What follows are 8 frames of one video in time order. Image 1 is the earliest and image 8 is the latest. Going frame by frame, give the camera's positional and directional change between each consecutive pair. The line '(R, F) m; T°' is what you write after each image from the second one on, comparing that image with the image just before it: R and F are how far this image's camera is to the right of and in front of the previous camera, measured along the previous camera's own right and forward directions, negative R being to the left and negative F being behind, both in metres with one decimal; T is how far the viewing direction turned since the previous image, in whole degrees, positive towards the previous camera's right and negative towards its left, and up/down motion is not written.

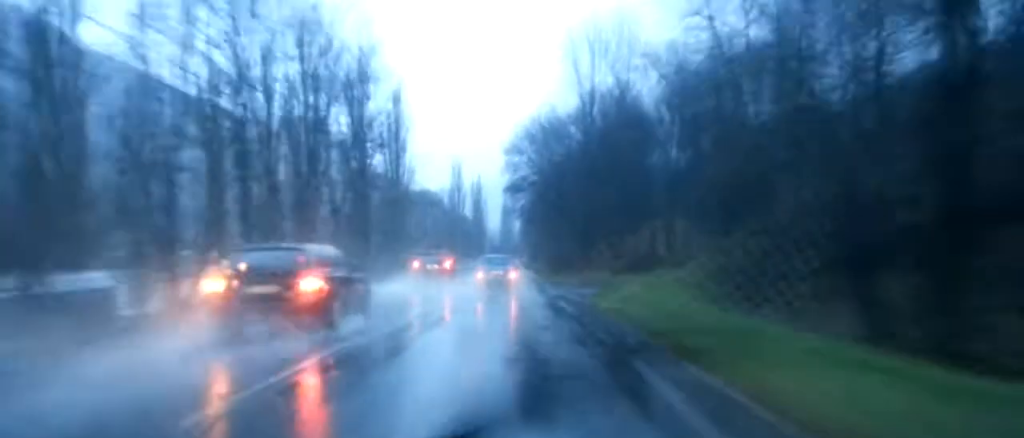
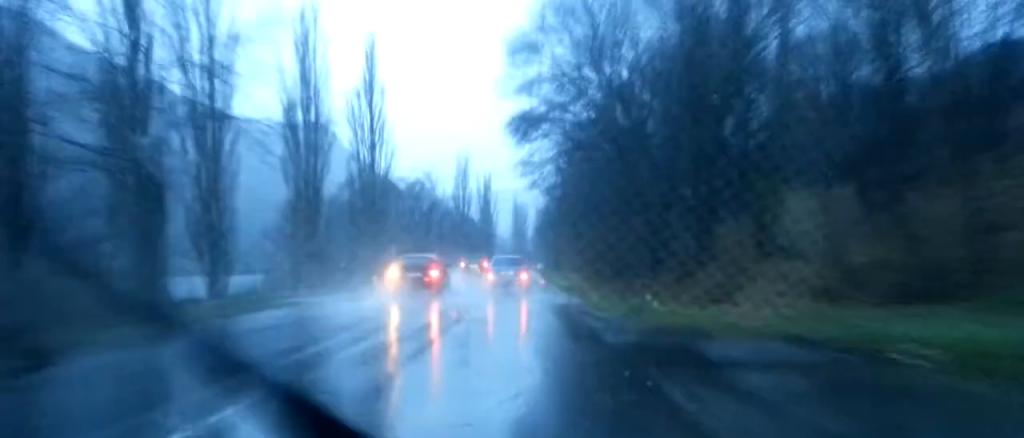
(-0.2, +32.4) m; 0°
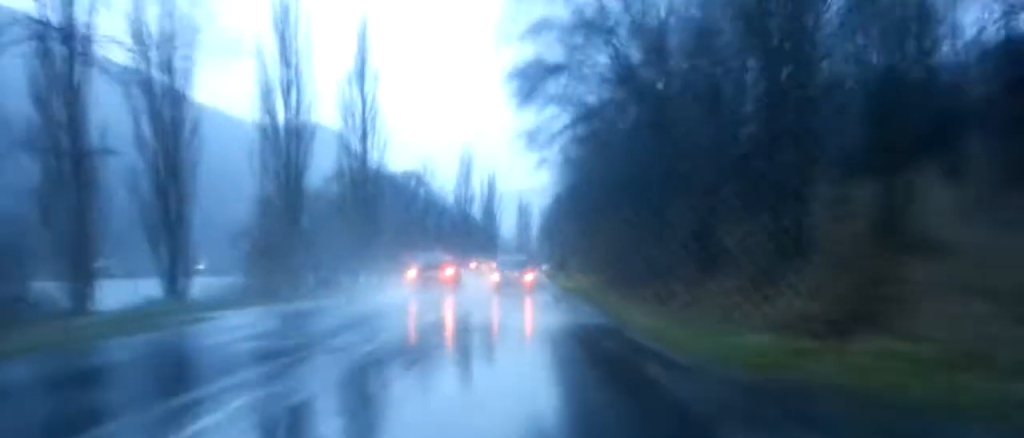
(0.0, +7.7) m; 0°
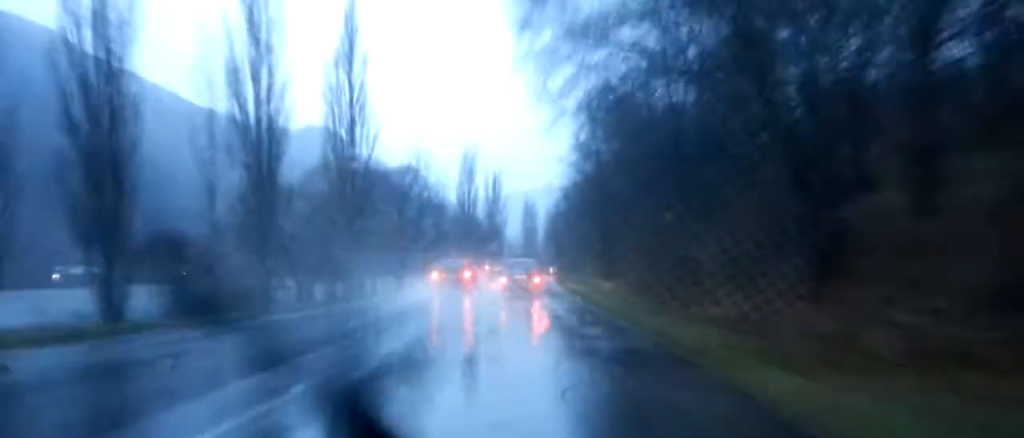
(-0.2, +8.8) m; 0°
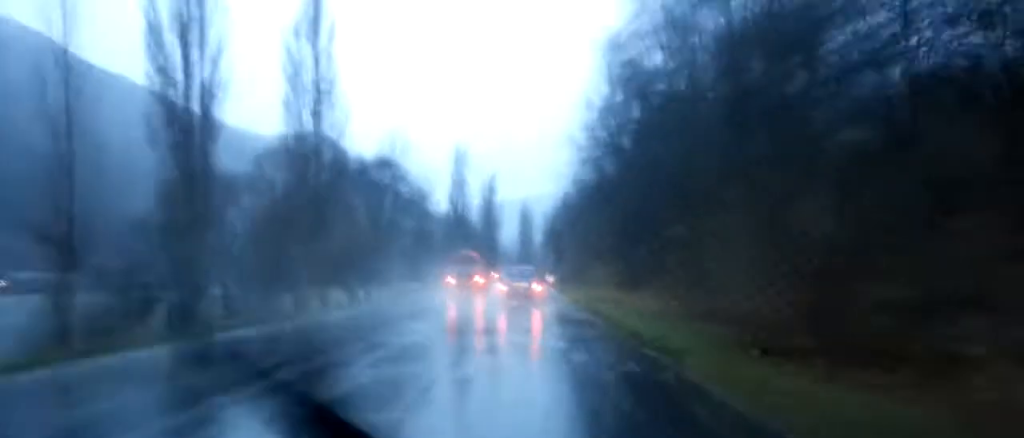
(+0.1, +11.9) m; 0°
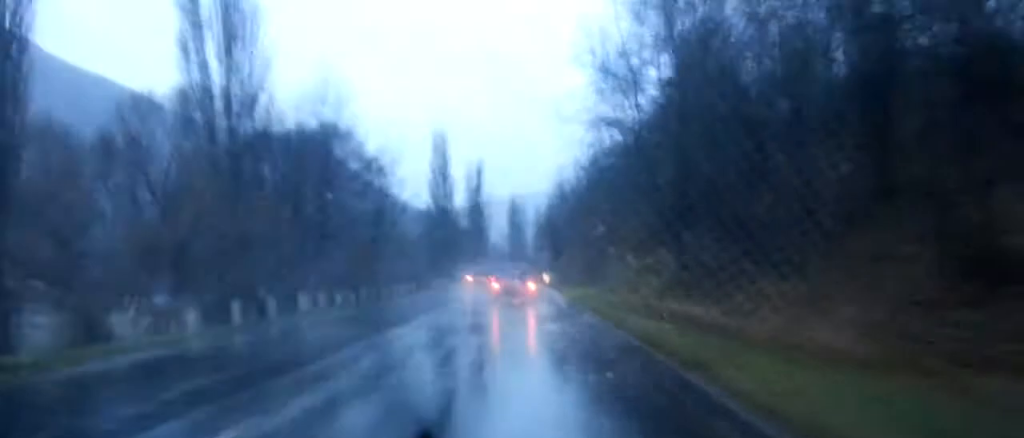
(0.0, +16.6) m; 0°
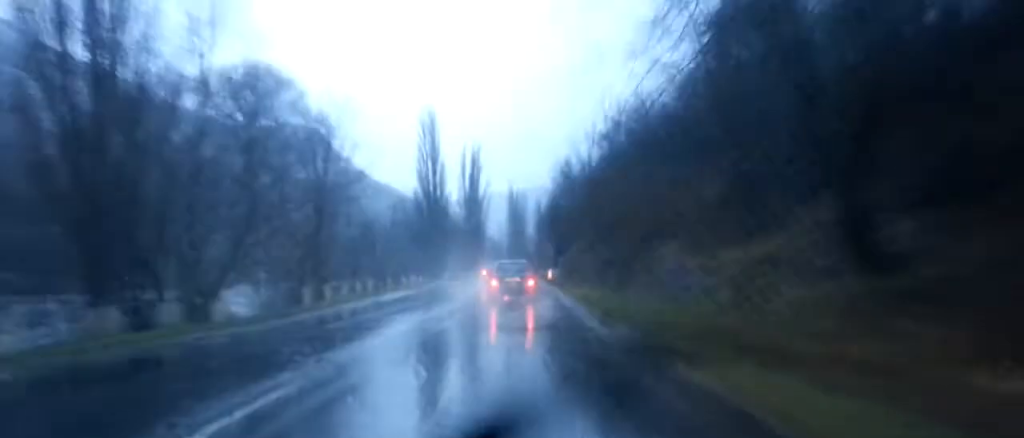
(0.0, +13.6) m; 0°
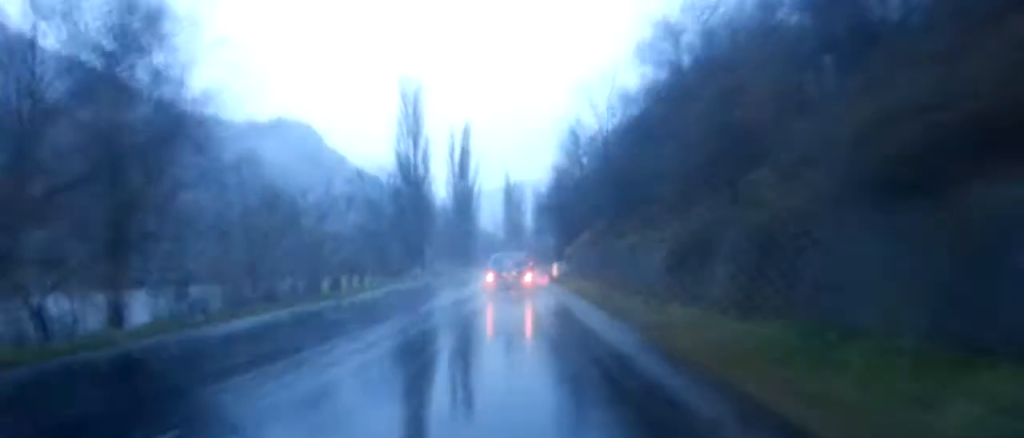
(+0.2, +16.7) m; +1°
